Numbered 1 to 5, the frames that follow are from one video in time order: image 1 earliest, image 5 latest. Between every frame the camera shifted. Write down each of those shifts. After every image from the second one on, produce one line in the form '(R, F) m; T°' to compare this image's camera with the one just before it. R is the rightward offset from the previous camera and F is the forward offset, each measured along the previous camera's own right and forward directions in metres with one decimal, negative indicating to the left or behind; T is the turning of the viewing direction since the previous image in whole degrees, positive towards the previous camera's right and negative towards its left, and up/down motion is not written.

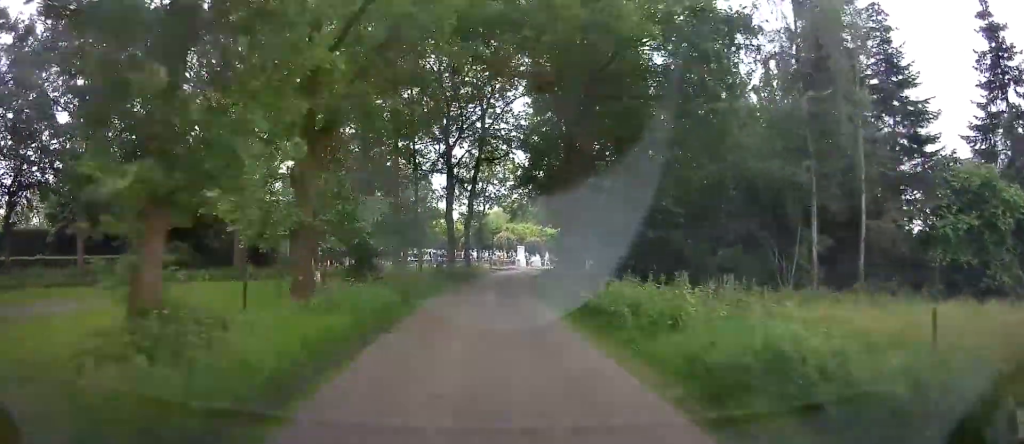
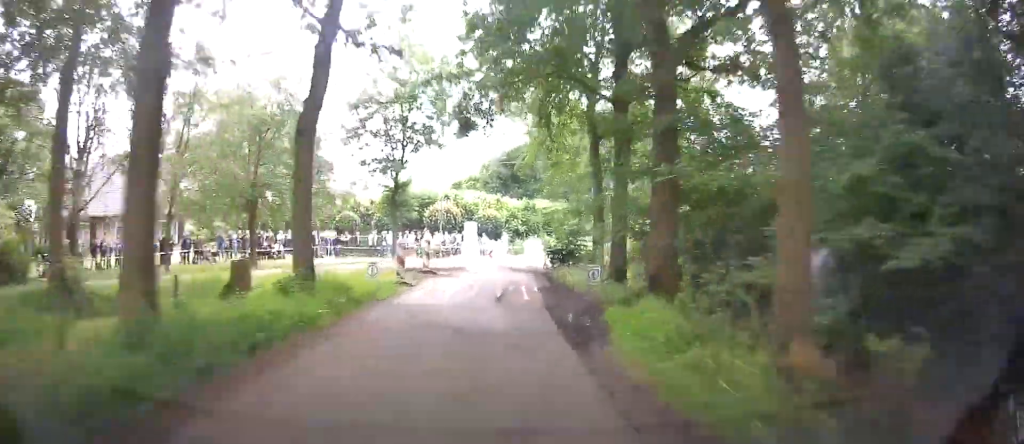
(+0.3, +26.9) m; +1°
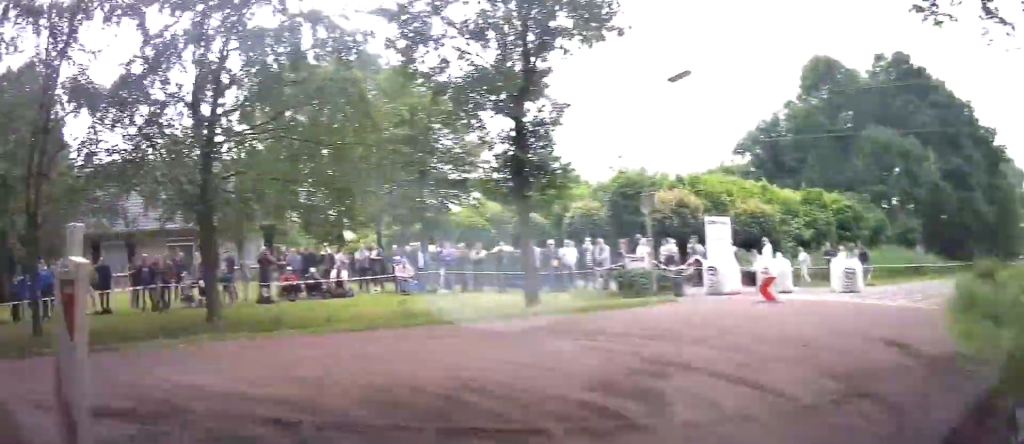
(-0.3, +24.5) m; -18°
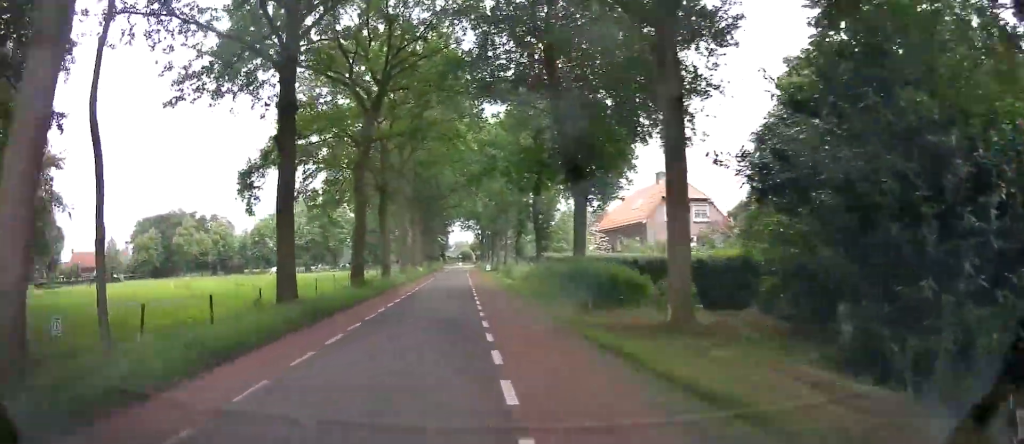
(-12.7, +0.2) m; -130°
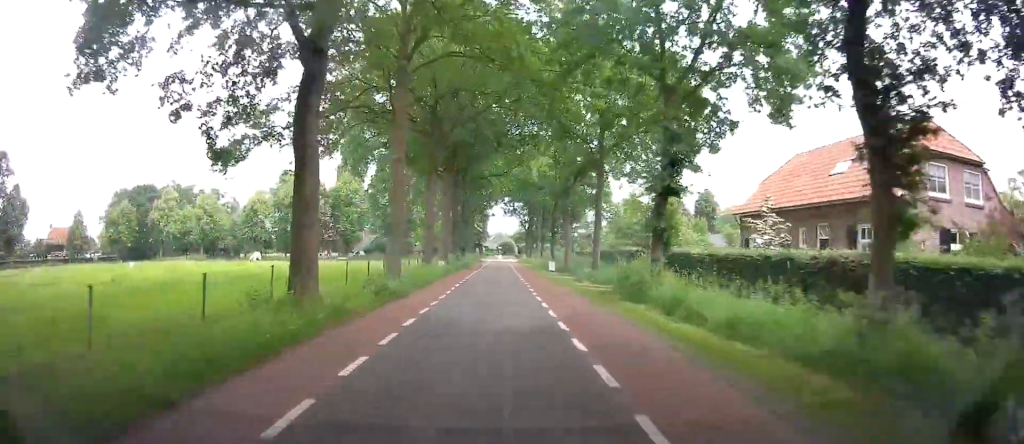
(+1.2, +17.7) m; +7°
